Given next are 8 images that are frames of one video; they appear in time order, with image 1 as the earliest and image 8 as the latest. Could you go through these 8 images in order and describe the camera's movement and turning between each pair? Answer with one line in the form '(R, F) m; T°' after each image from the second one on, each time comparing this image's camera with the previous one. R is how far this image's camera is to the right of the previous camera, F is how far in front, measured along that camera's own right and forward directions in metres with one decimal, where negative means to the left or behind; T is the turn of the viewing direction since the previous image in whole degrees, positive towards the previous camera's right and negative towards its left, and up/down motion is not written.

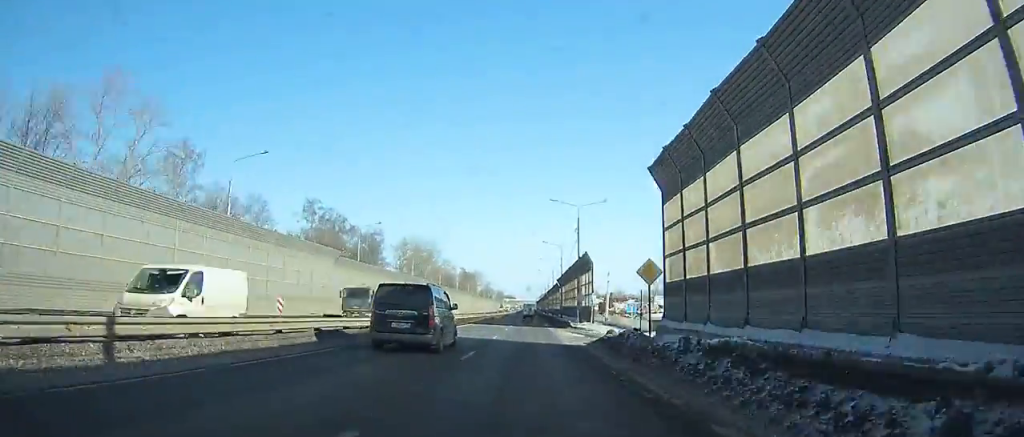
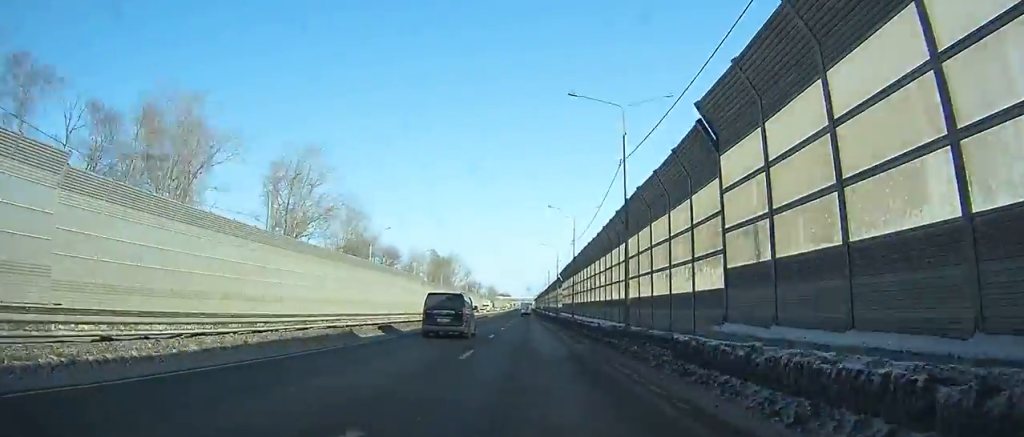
(0.0, +84.4) m; 0°
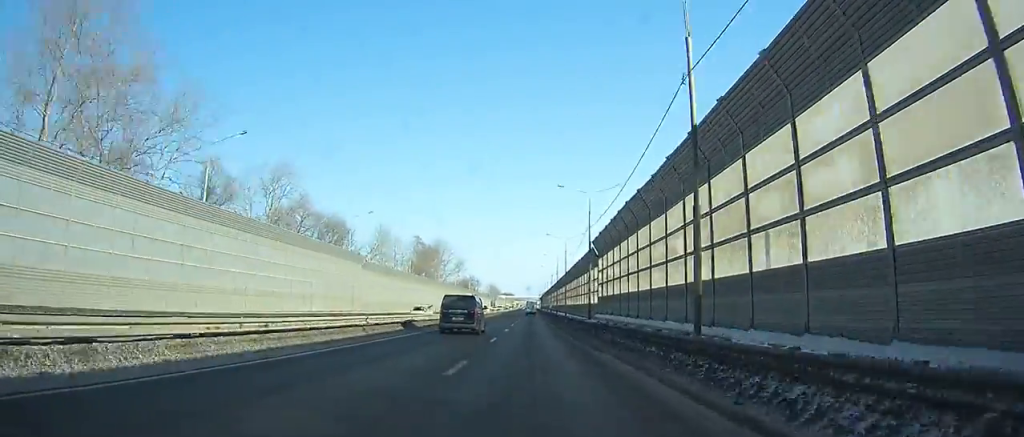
(0.0, +40.3) m; 0°
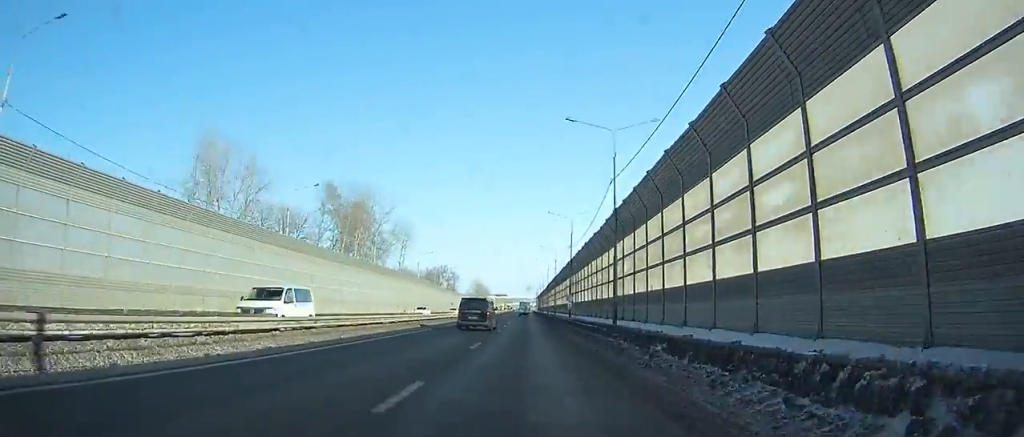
(0.0, +76.7) m; 0°
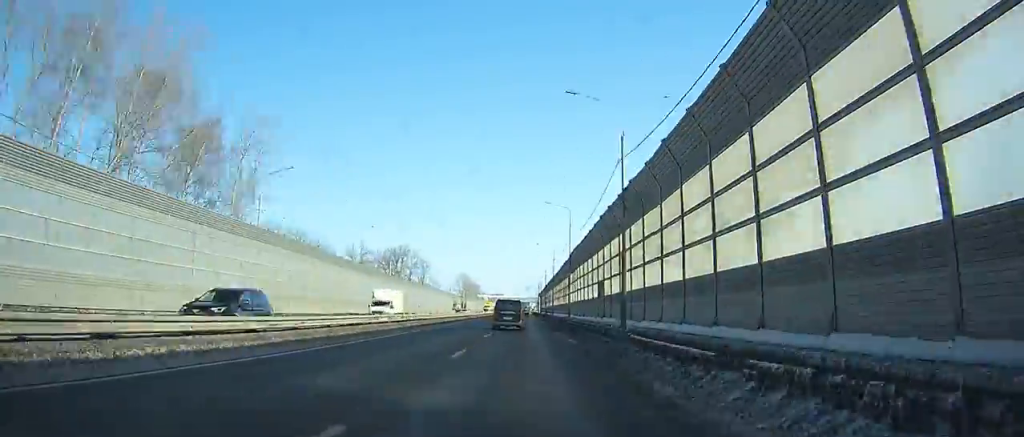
(+0.1, +63.6) m; 0°
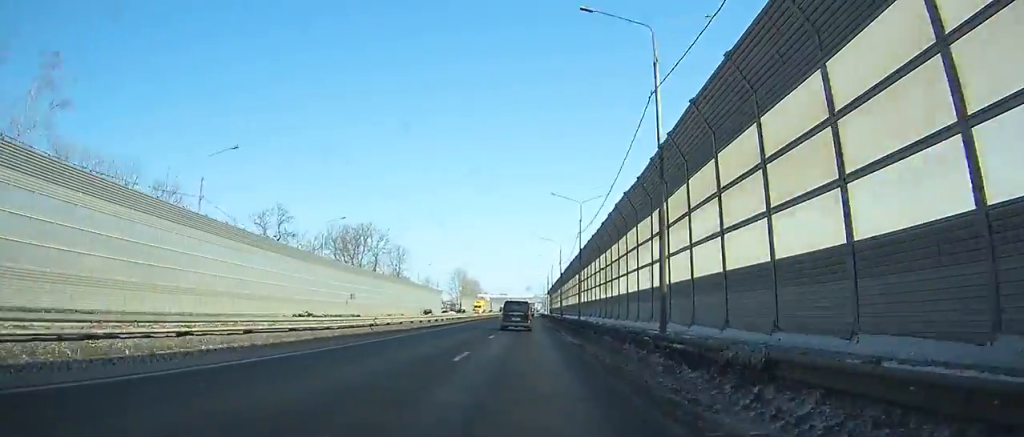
(0.0, +36.4) m; 0°
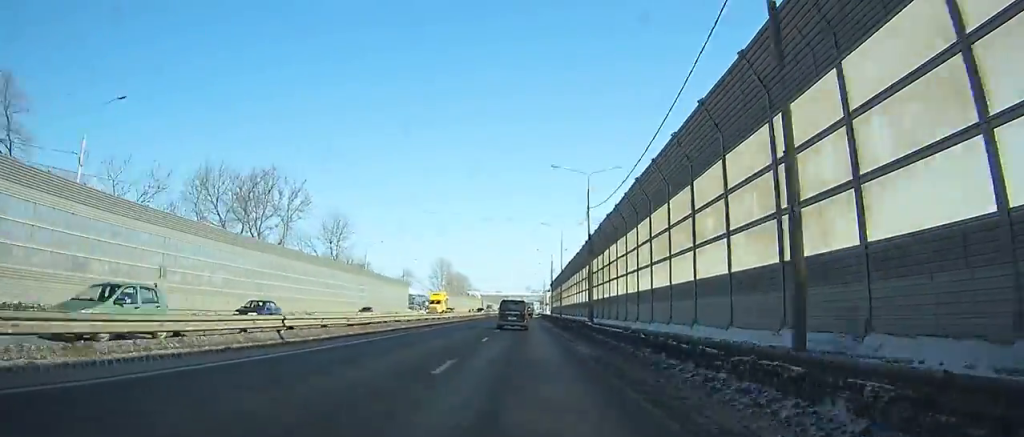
(-0.1, +38.7) m; 0°
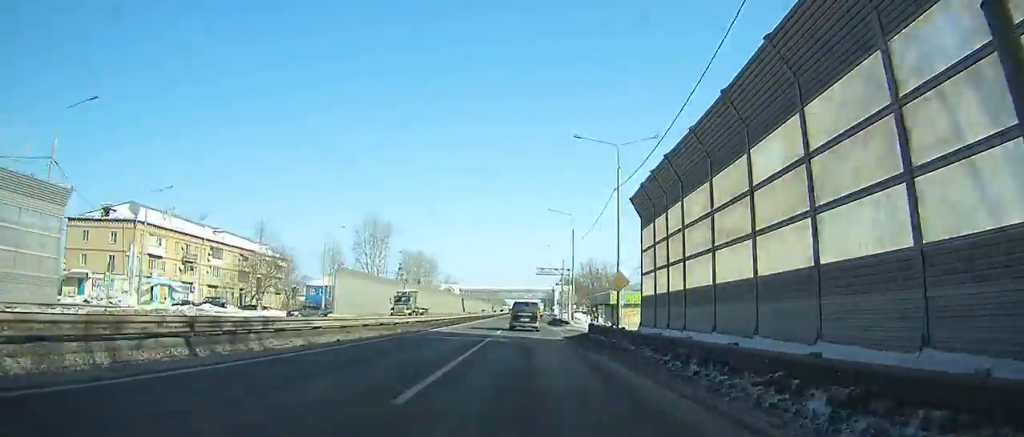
(+0.2, +90.0) m; +1°
